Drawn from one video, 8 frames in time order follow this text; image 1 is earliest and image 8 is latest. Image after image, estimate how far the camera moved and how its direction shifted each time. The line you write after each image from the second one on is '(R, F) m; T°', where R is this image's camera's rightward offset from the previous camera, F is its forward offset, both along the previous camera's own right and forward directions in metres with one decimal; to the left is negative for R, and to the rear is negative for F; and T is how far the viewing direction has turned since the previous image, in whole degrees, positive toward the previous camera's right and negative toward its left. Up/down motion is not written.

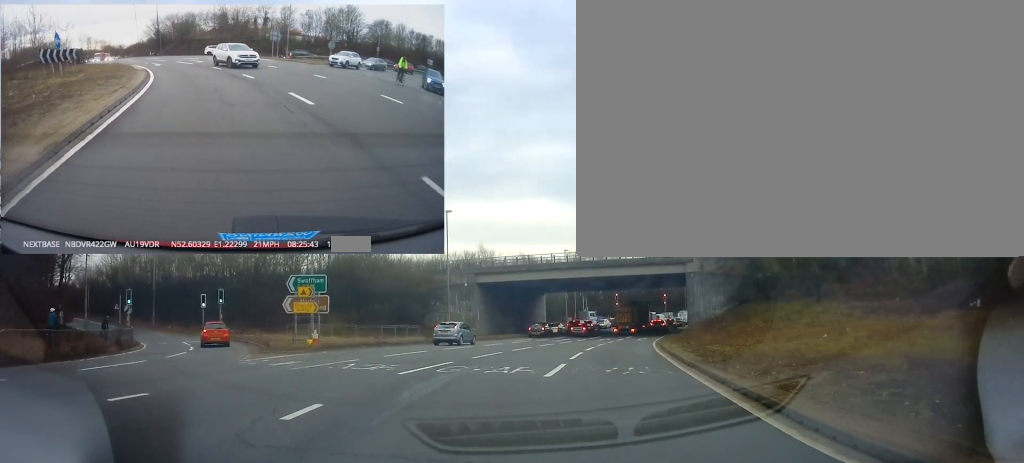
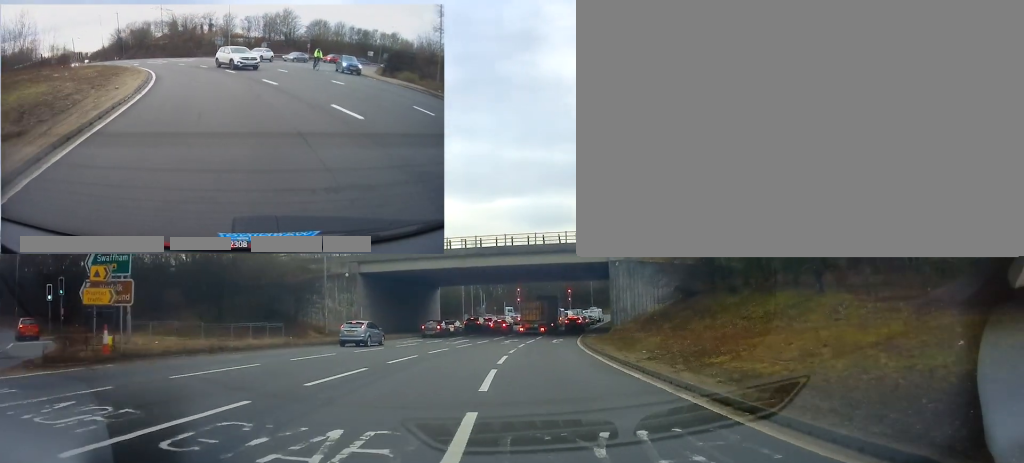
(+0.5, +8.7) m; +6°
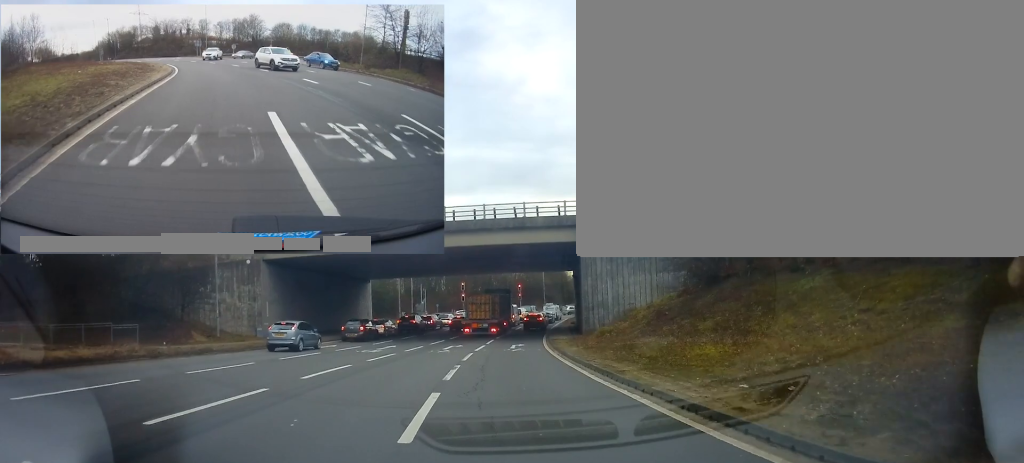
(+0.8, +11.0) m; +5°
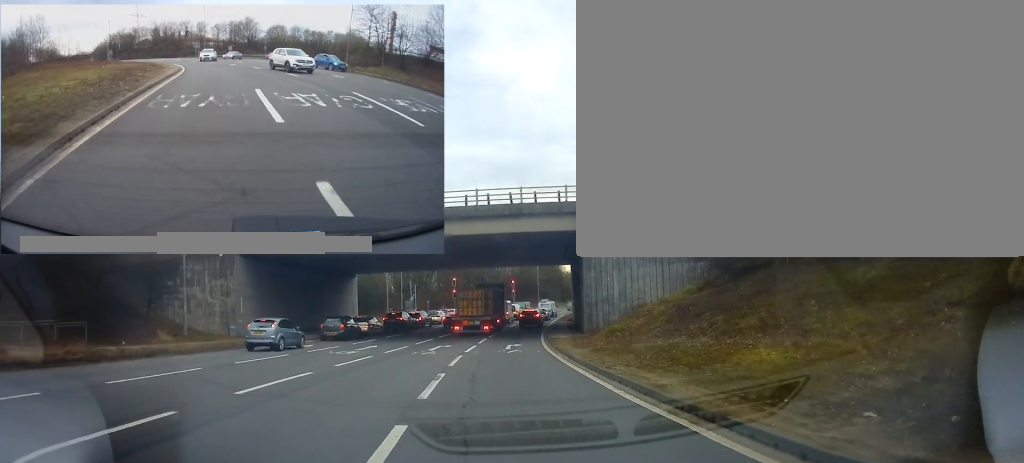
(+0.1, +3.6) m; 0°
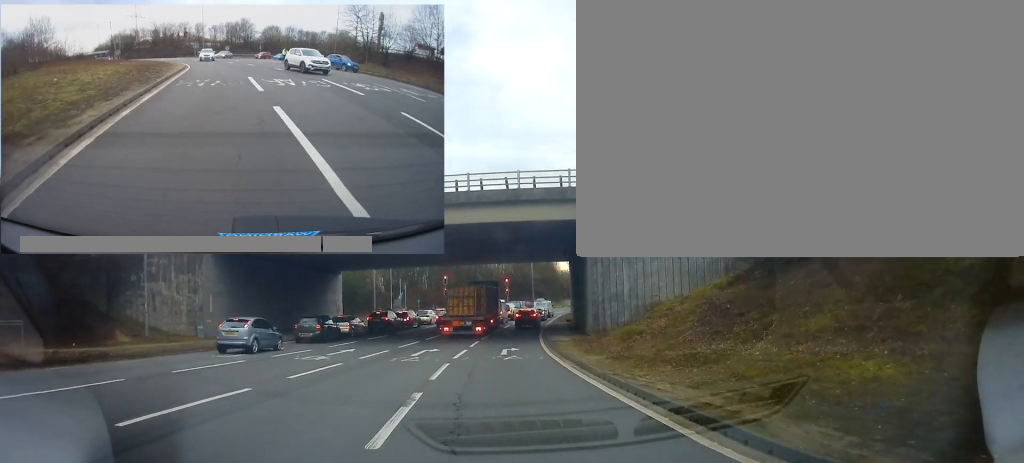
(0.0, +3.7) m; +1°
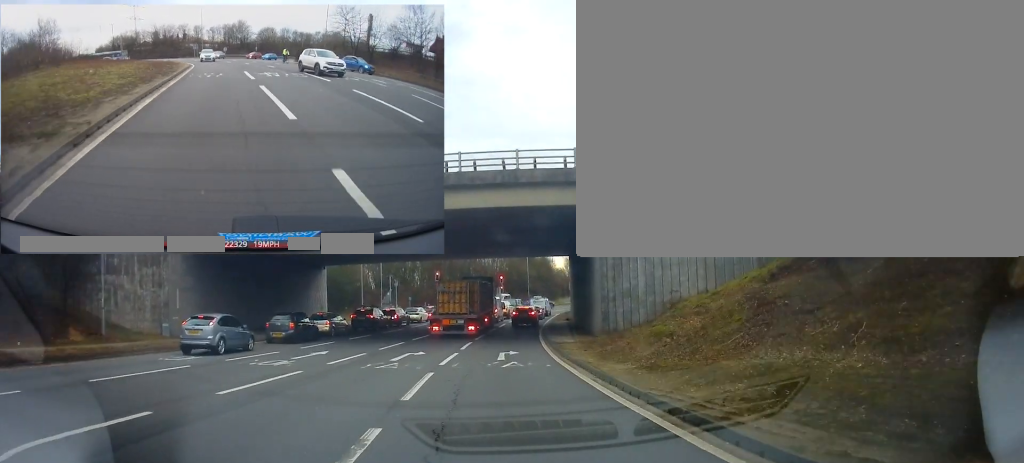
(-0.1, +3.5) m; +1°
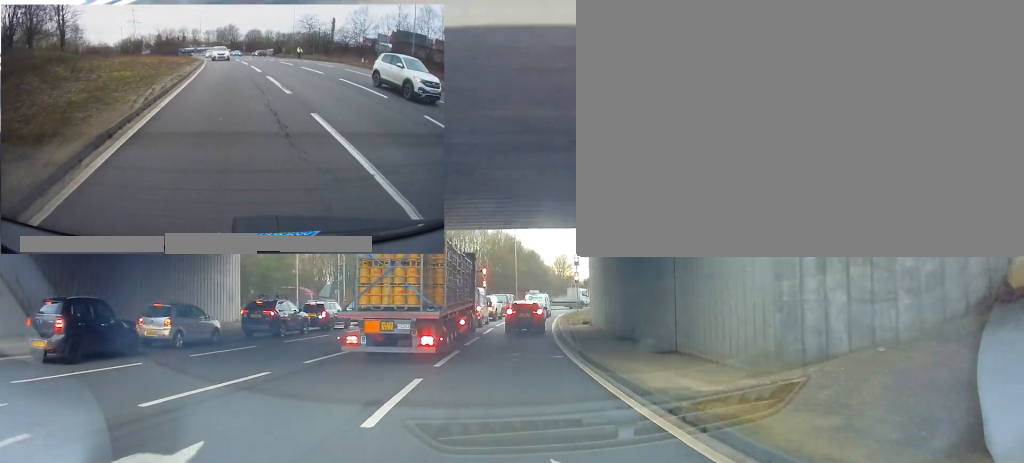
(+0.4, +15.2) m; 0°
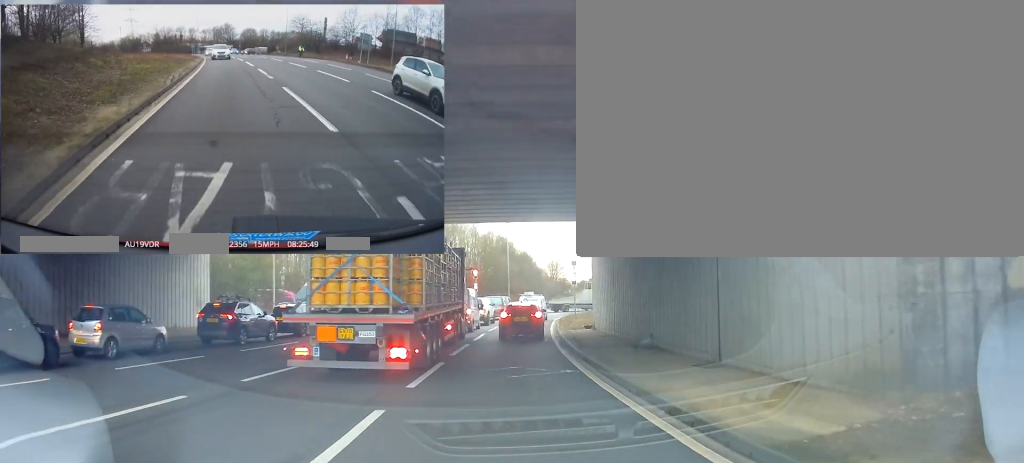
(0.0, +3.2) m; +1°
